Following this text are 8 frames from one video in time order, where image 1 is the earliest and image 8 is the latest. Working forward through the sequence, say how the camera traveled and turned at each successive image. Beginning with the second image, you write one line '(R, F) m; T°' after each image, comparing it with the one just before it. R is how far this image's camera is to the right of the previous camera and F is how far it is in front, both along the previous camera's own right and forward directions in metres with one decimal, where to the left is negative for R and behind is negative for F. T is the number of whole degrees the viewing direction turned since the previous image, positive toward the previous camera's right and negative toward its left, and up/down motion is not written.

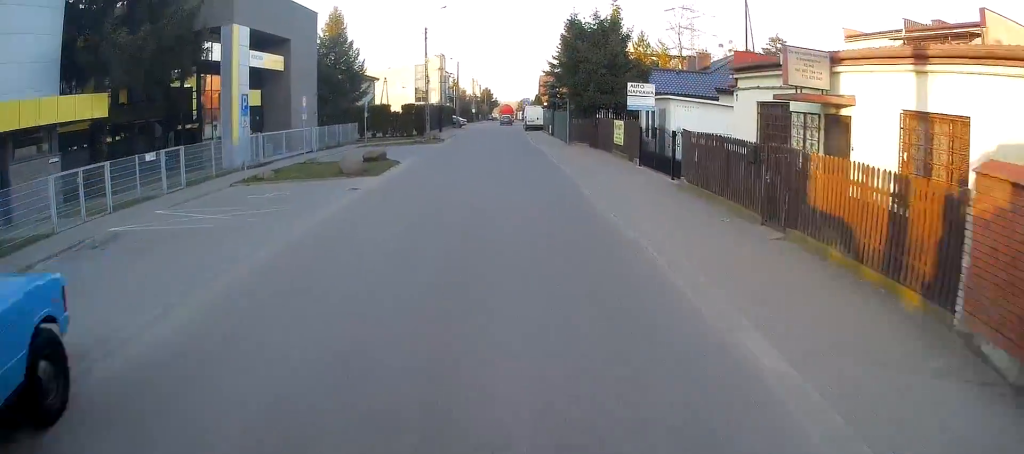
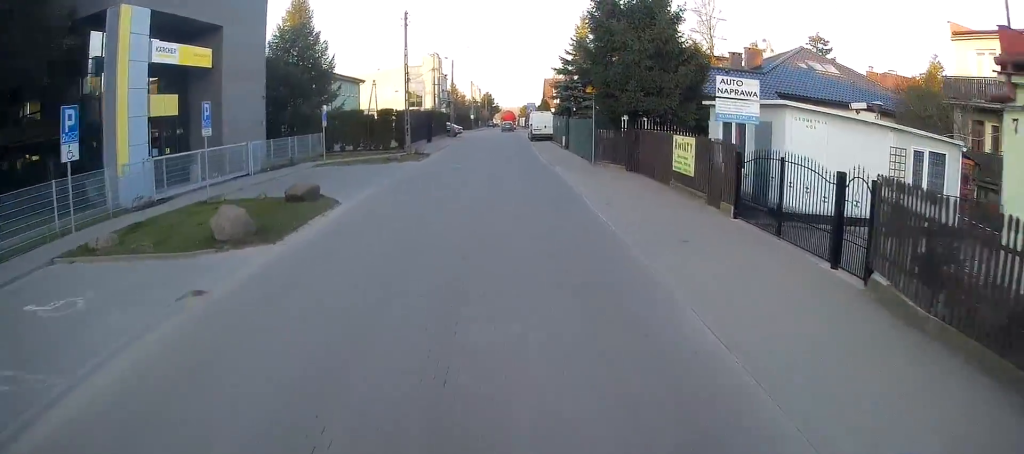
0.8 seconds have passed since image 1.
(0.0, +8.5) m; 0°
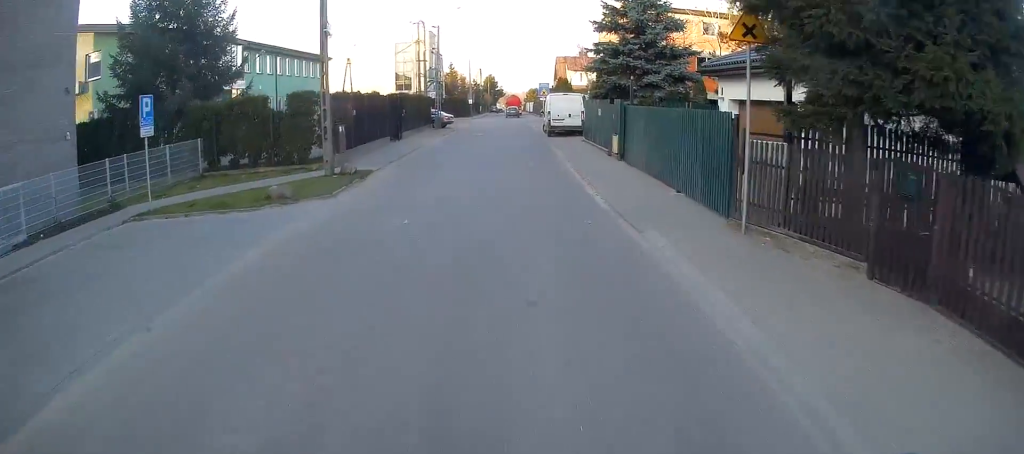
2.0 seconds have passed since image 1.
(+0.3, +14.3) m; +1°
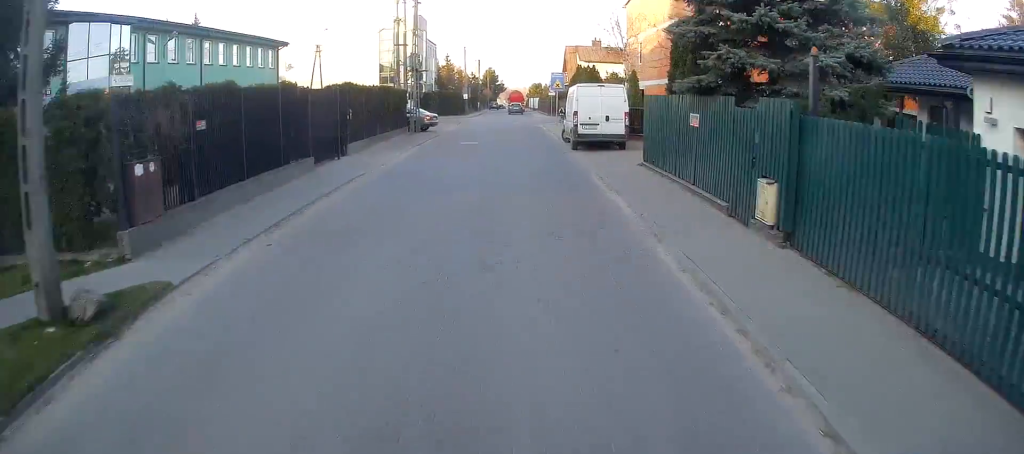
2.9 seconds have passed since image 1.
(0.0, +11.0) m; 0°
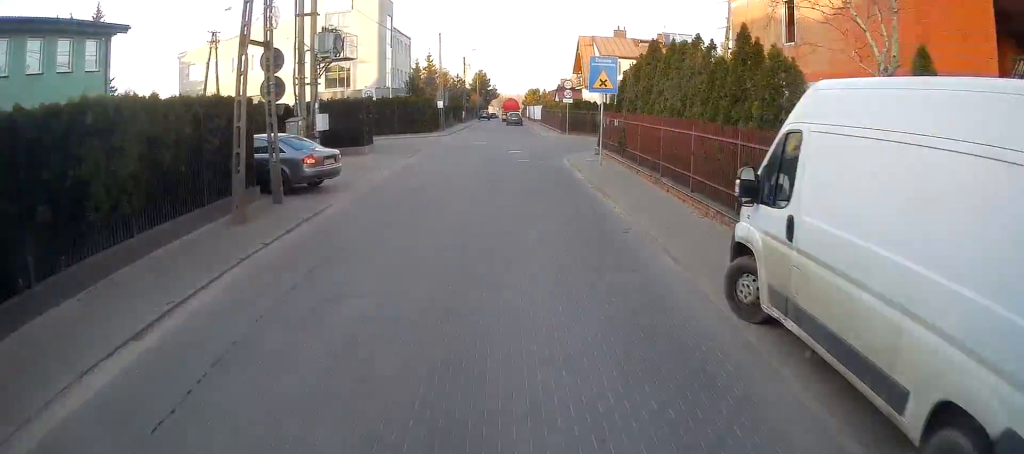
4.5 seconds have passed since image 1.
(-0.2, +19.8) m; 0°
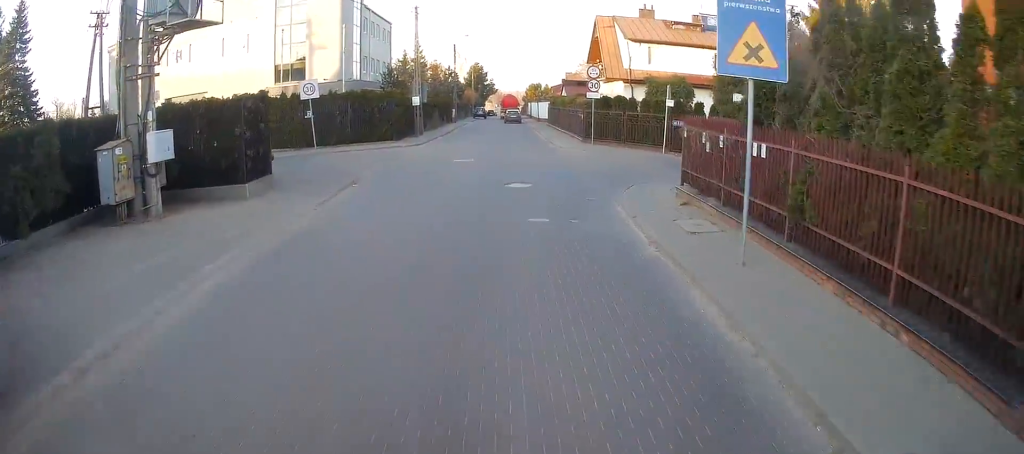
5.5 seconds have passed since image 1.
(+0.1, +13.1) m; +1°
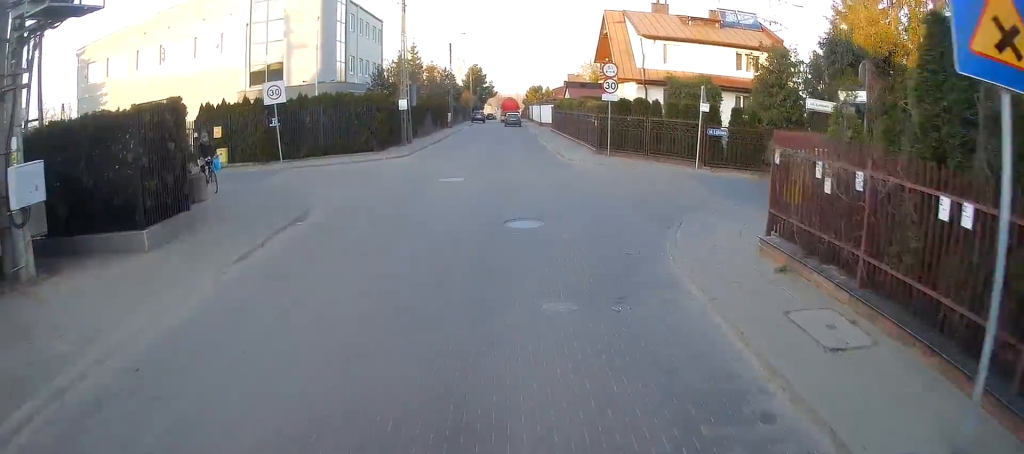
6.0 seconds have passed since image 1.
(+0.1, +5.1) m; +1°
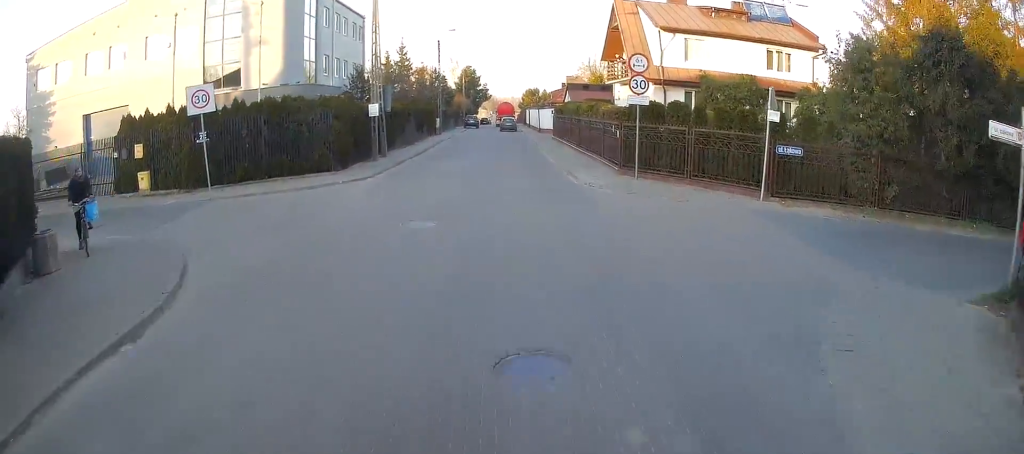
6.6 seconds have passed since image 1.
(0.0, +6.9) m; +1°
